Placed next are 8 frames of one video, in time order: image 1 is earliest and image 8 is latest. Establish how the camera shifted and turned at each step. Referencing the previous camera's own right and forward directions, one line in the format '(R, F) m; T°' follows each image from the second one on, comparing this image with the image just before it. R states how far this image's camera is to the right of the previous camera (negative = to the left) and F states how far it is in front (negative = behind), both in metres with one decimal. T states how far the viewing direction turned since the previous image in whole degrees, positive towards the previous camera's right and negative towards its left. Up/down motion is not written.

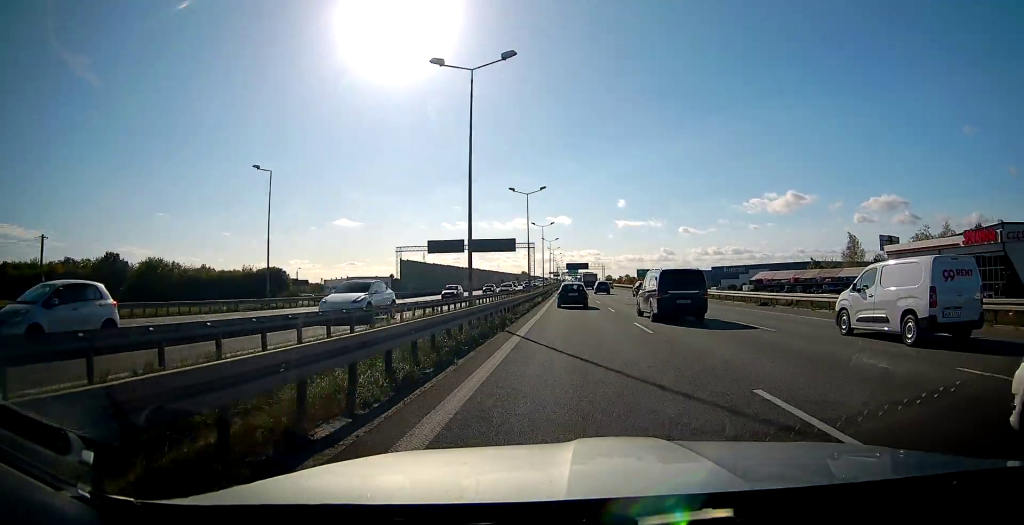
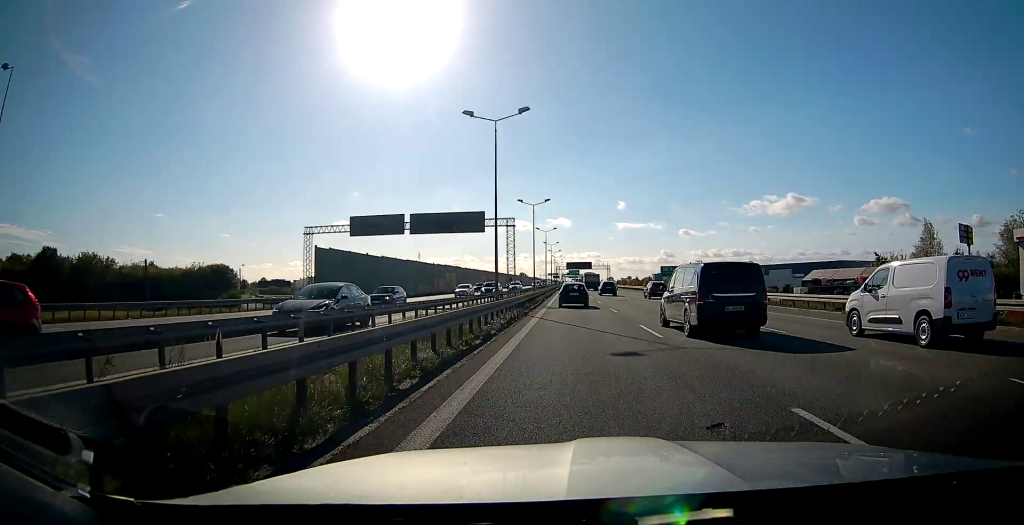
(-0.1, +25.4) m; 0°
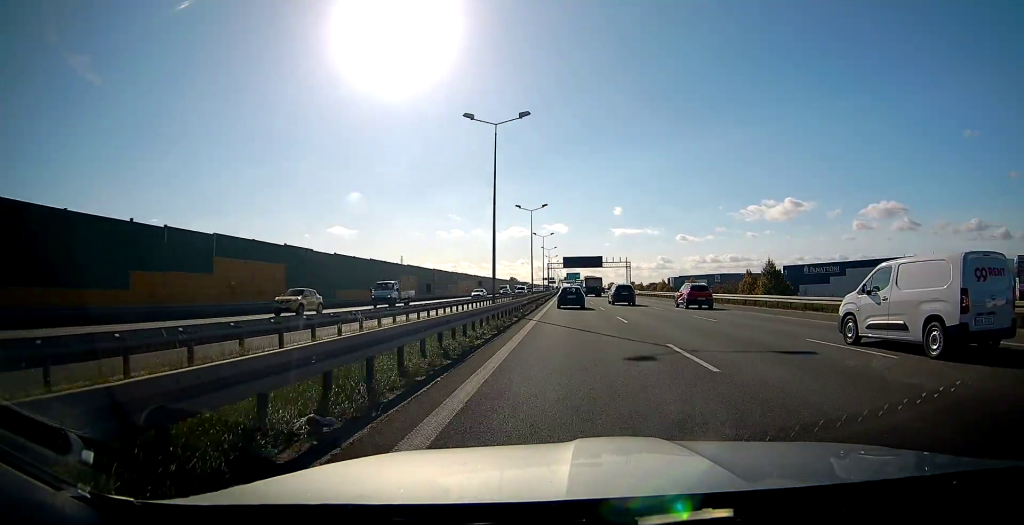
(+0.2, +66.2) m; 0°
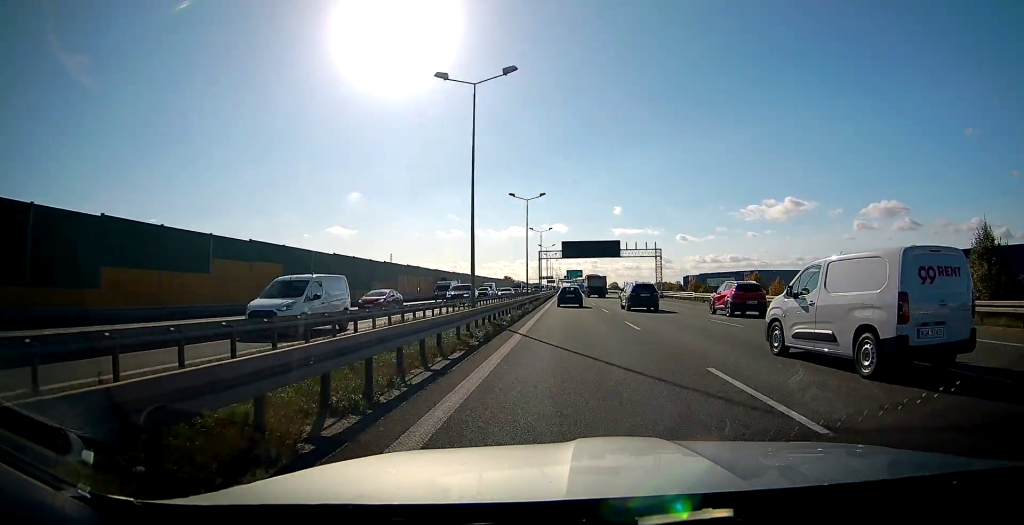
(+0.2, +39.8) m; +1°
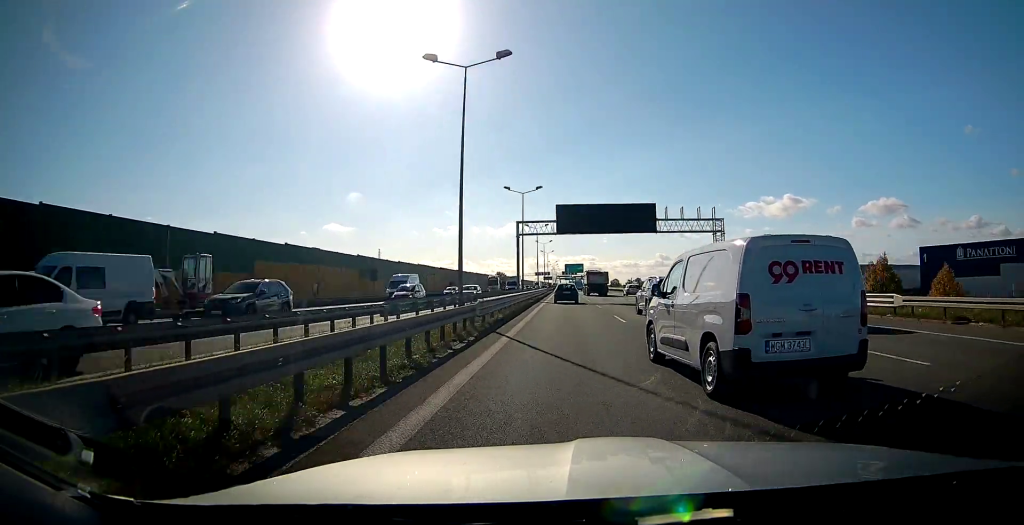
(0.0, +33.3) m; 0°
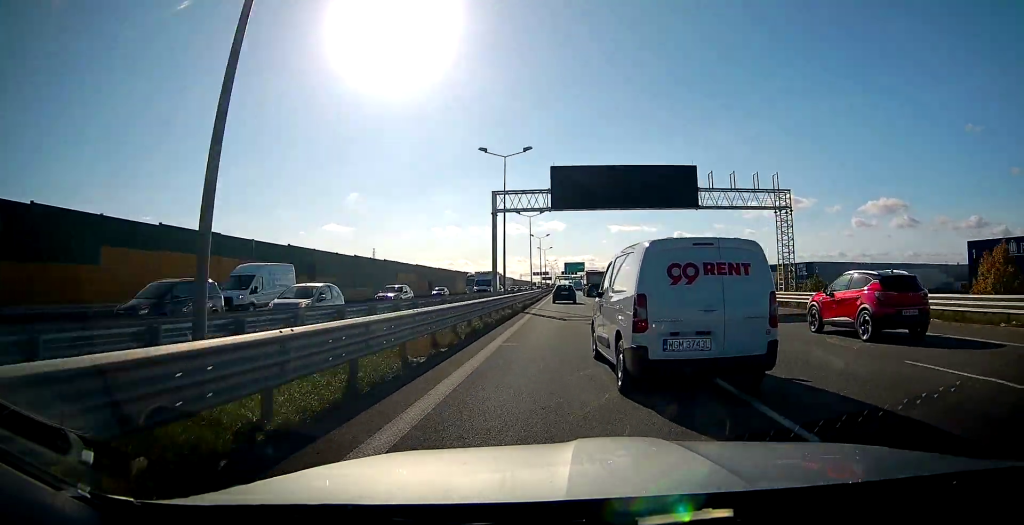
(-0.1, +15.4) m; 0°
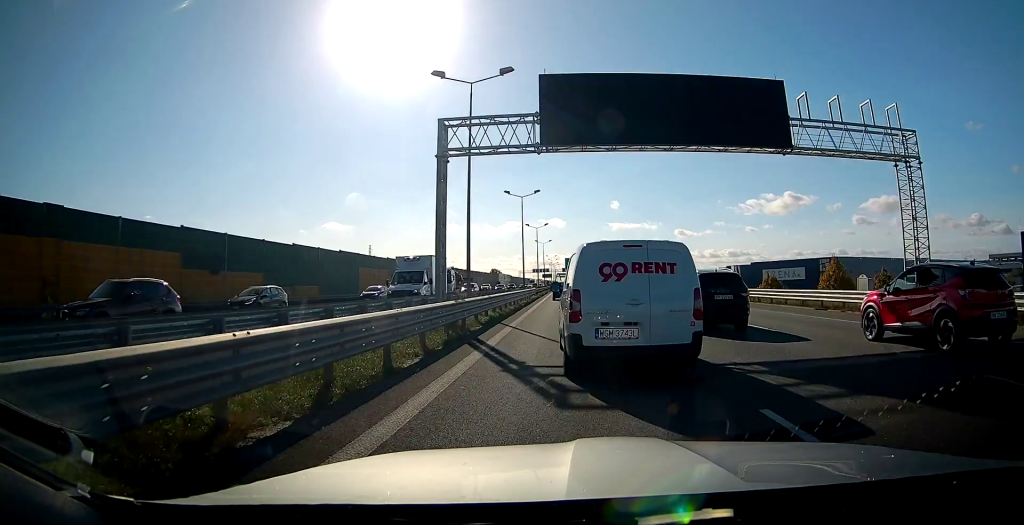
(-0.1, +14.3) m; 0°
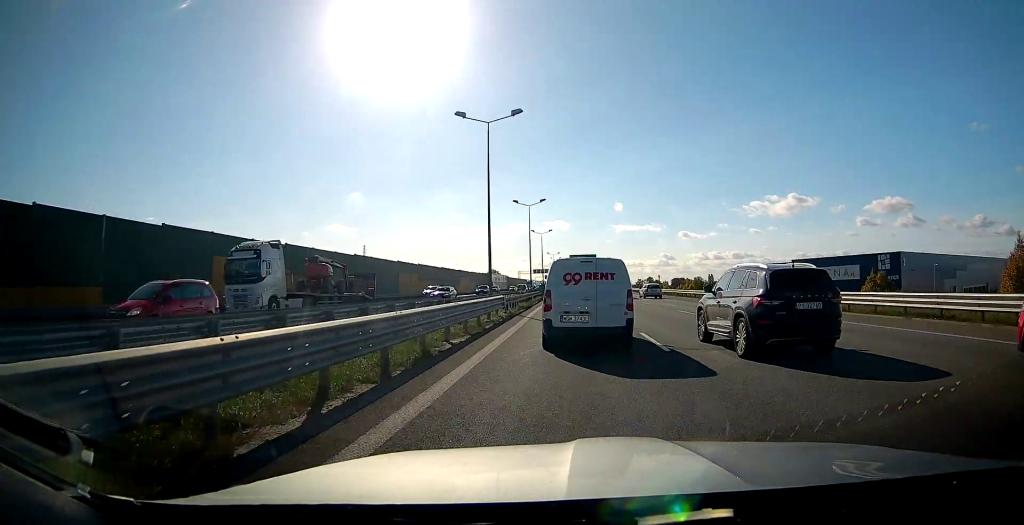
(0.0, +27.9) m; 0°
